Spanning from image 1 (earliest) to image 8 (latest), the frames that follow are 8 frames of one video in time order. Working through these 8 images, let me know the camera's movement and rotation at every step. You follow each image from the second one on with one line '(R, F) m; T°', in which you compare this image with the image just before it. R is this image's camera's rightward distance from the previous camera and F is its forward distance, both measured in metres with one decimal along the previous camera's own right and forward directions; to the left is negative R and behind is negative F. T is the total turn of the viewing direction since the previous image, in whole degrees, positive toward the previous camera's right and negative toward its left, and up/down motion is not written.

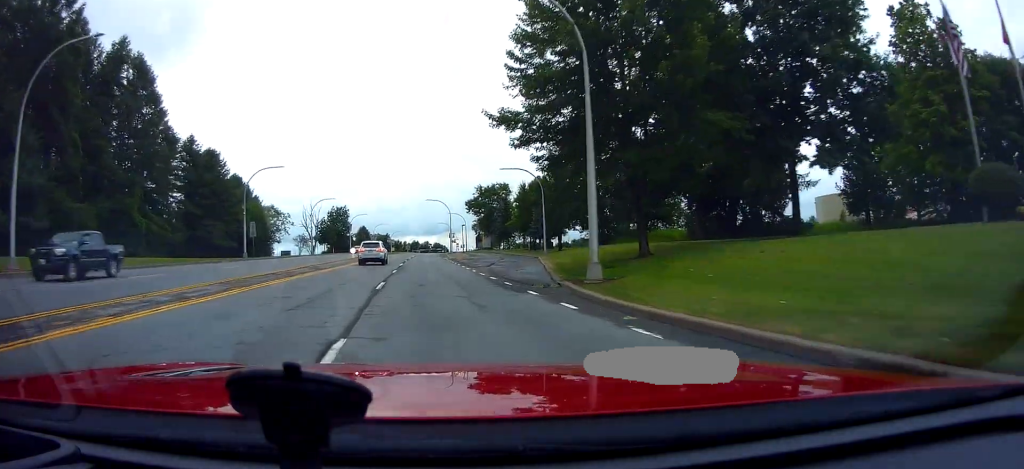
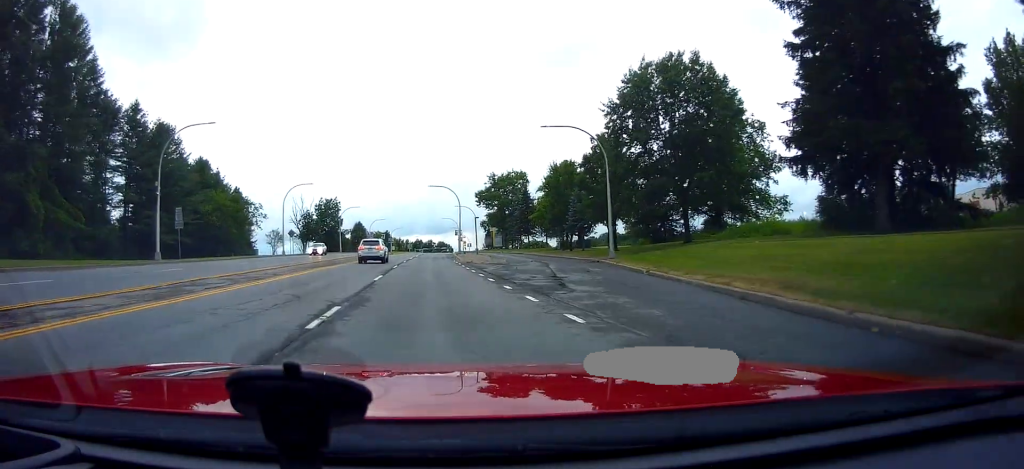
(-0.3, +19.8) m; -1°
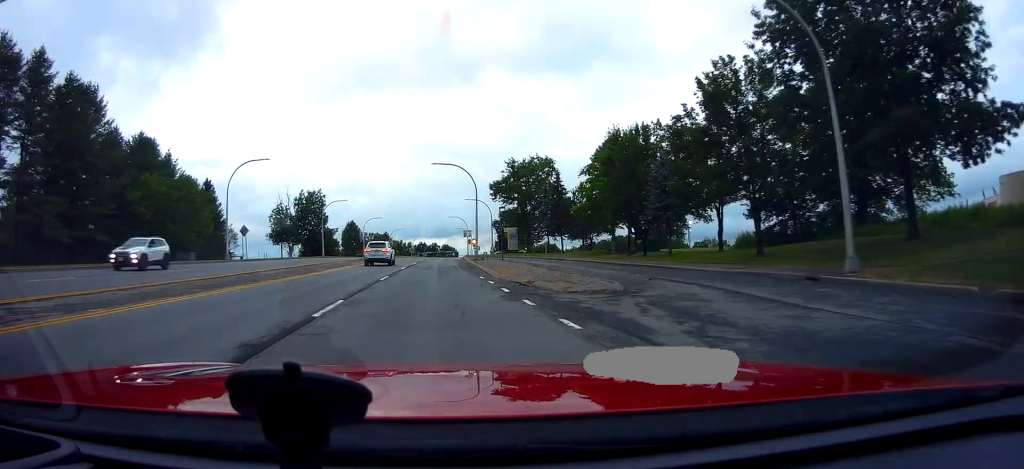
(+0.2, +21.9) m; +2°
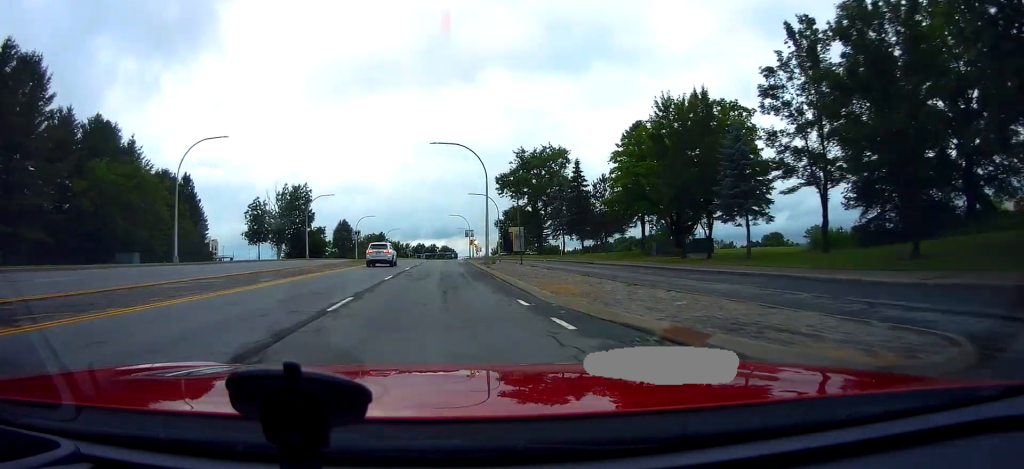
(+0.4, +10.7) m; 0°
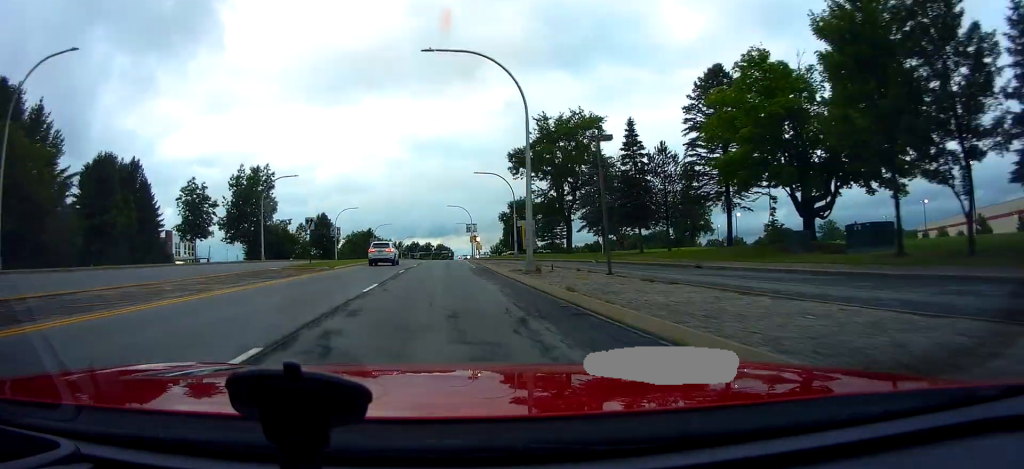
(-0.5, +19.6) m; -2°
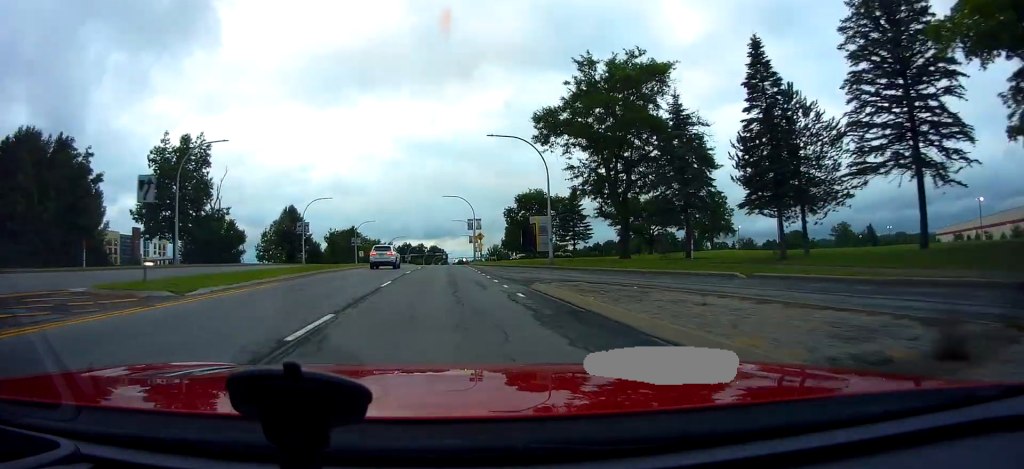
(+0.3, +20.1) m; +2°
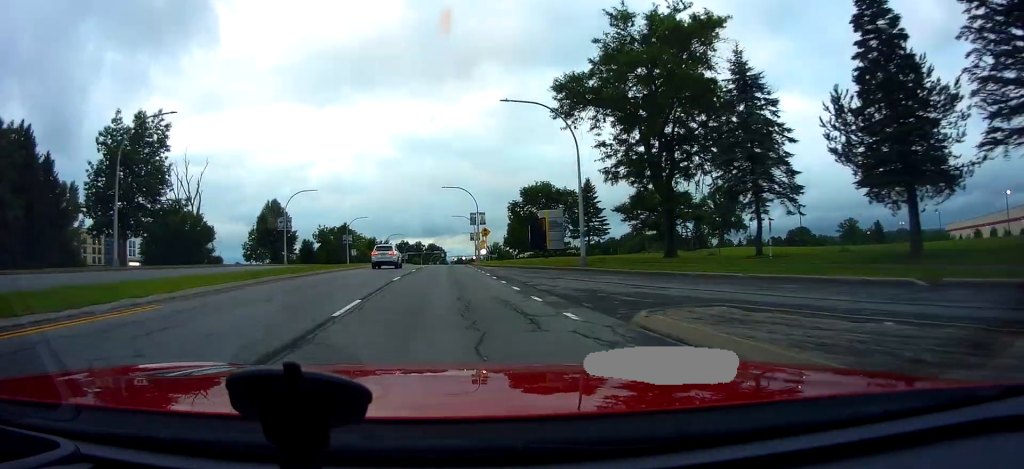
(+0.3, +8.7) m; 0°
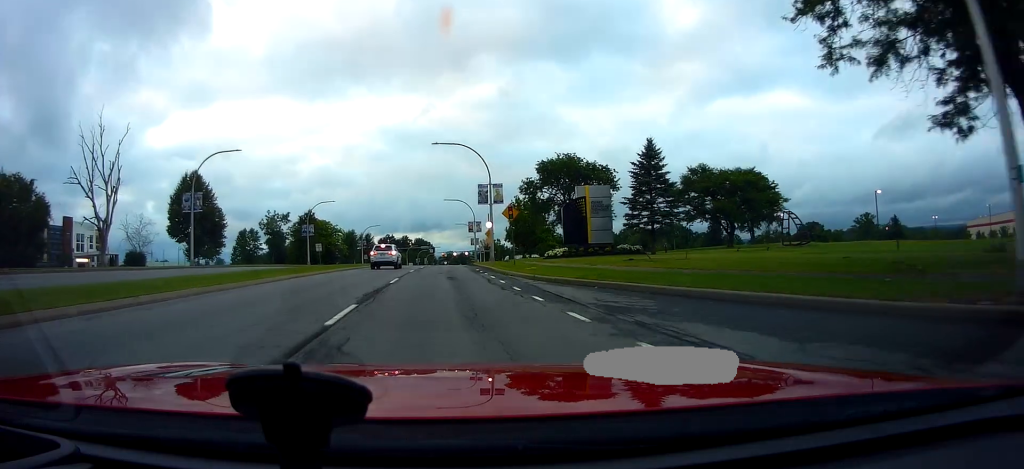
(-0.3, +24.4) m; +1°
